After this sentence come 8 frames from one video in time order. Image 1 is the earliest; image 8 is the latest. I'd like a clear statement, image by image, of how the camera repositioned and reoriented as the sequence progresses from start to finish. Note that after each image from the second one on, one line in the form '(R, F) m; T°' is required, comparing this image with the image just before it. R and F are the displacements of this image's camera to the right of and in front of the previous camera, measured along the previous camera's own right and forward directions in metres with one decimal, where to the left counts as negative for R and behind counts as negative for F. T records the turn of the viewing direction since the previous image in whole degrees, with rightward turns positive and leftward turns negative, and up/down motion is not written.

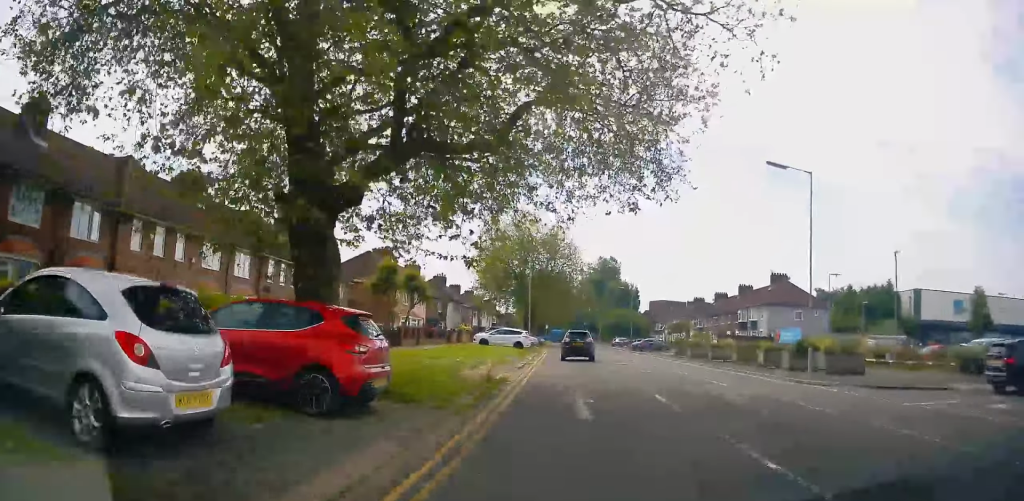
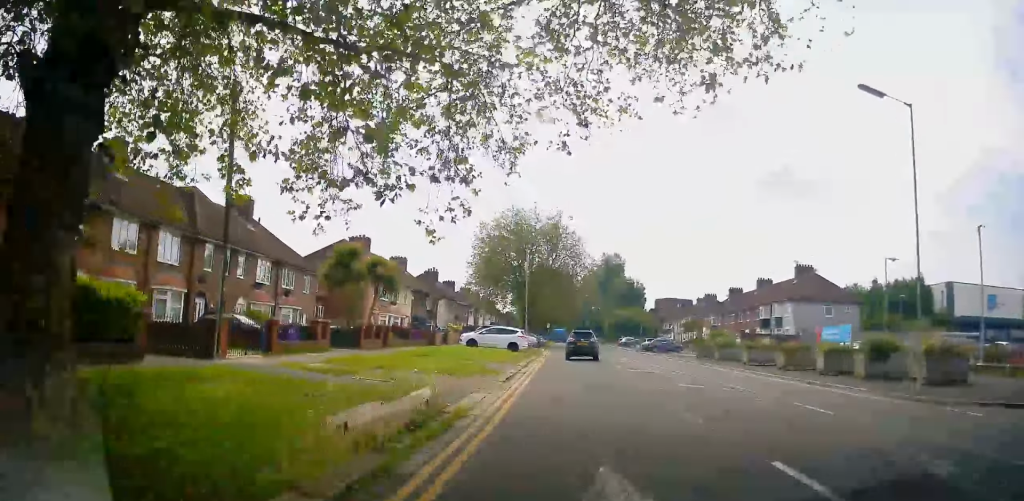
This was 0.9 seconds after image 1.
(+0.3, +7.7) m; -1°
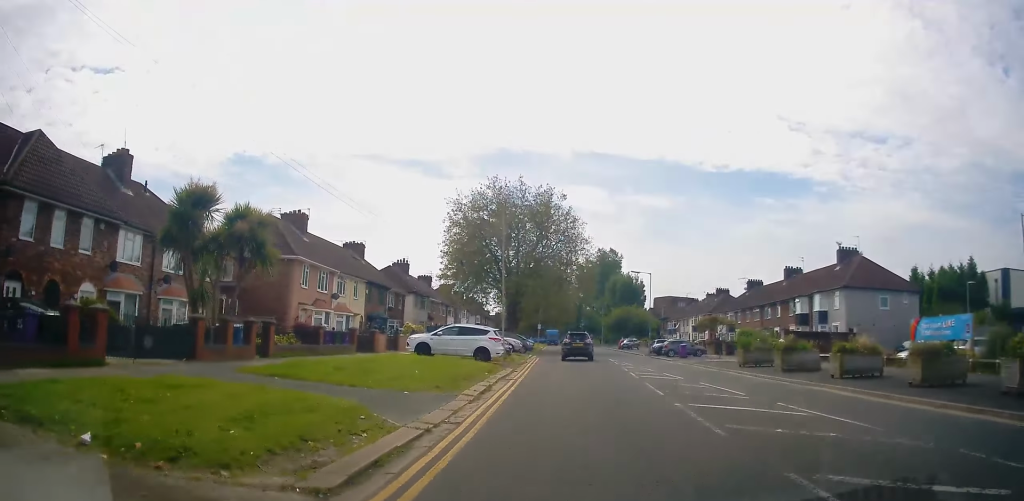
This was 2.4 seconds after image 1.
(-0.6, +12.5) m; -2°
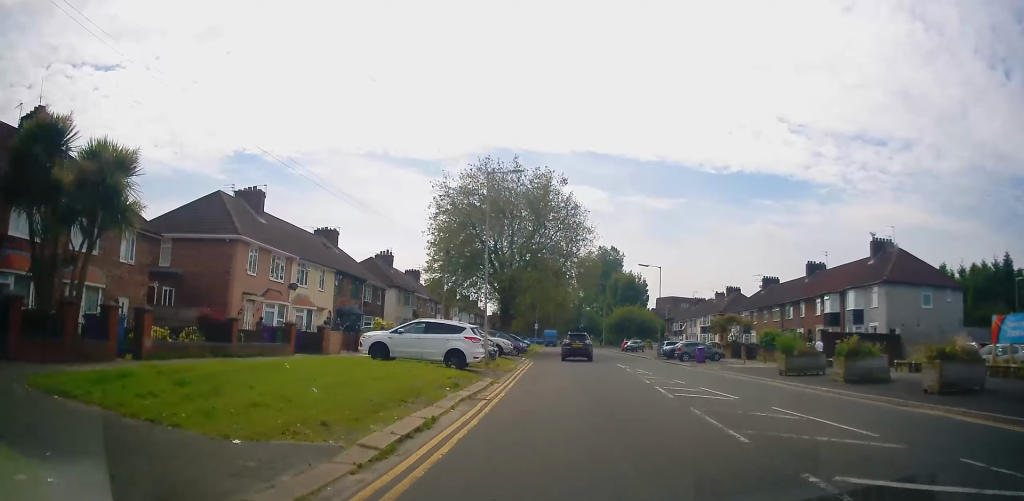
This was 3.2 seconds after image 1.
(+0.2, +6.6) m; +2°
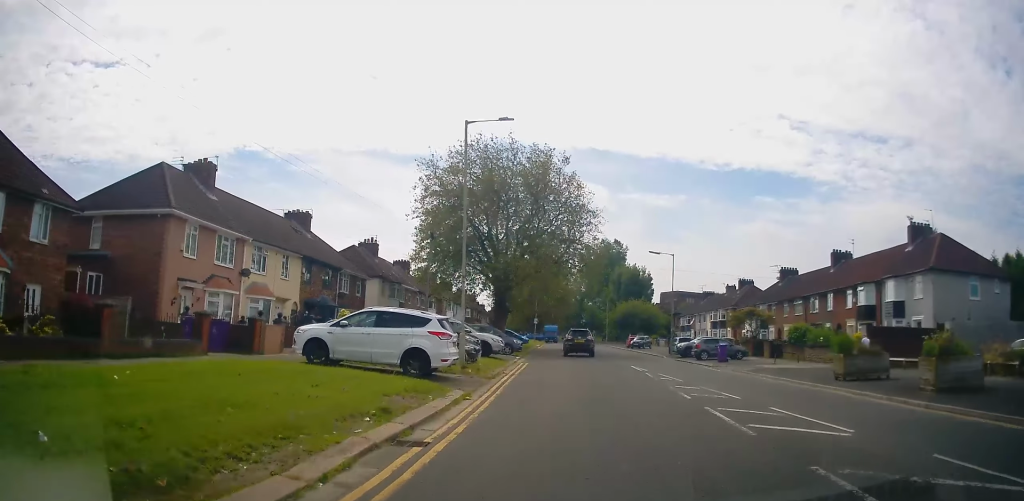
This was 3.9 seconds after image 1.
(0.0, +5.9) m; 0°
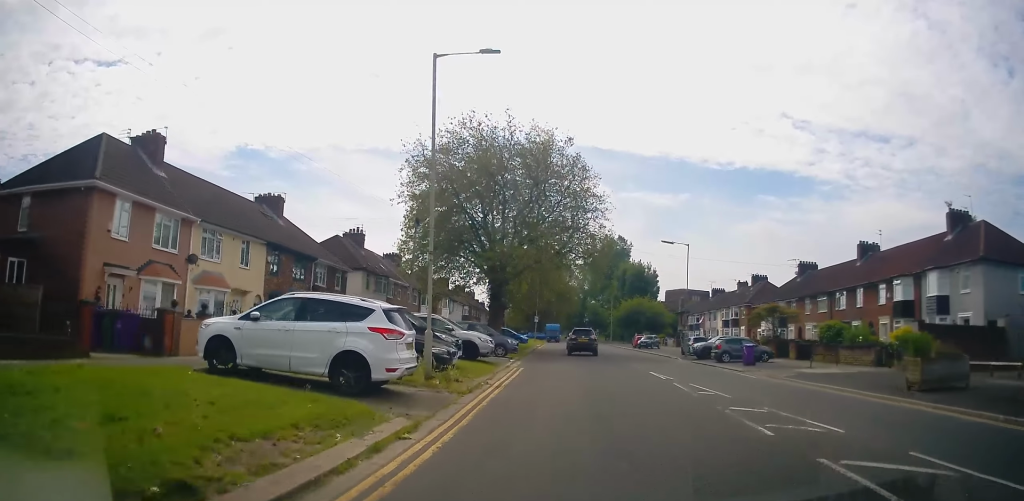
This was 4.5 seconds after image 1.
(0.0, +5.0) m; 0°
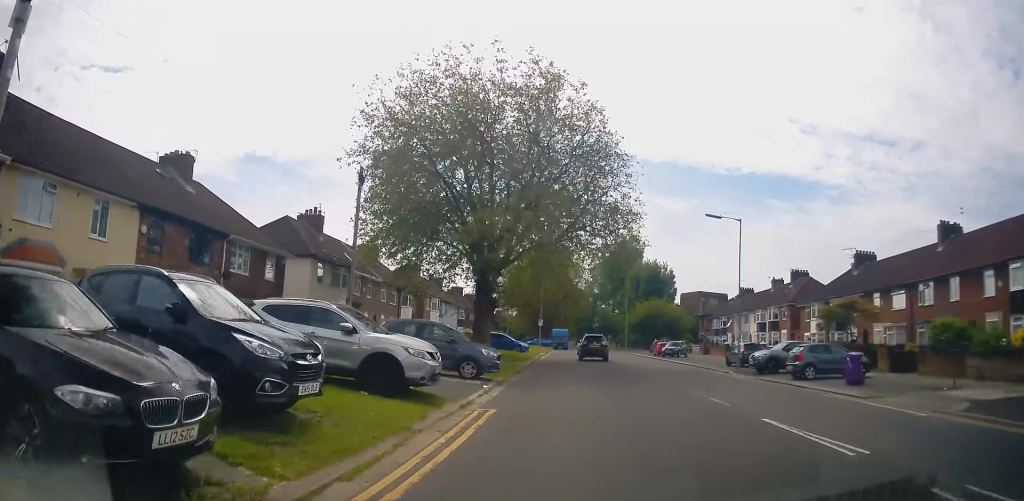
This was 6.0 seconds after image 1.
(-0.1, +11.7) m; -1°
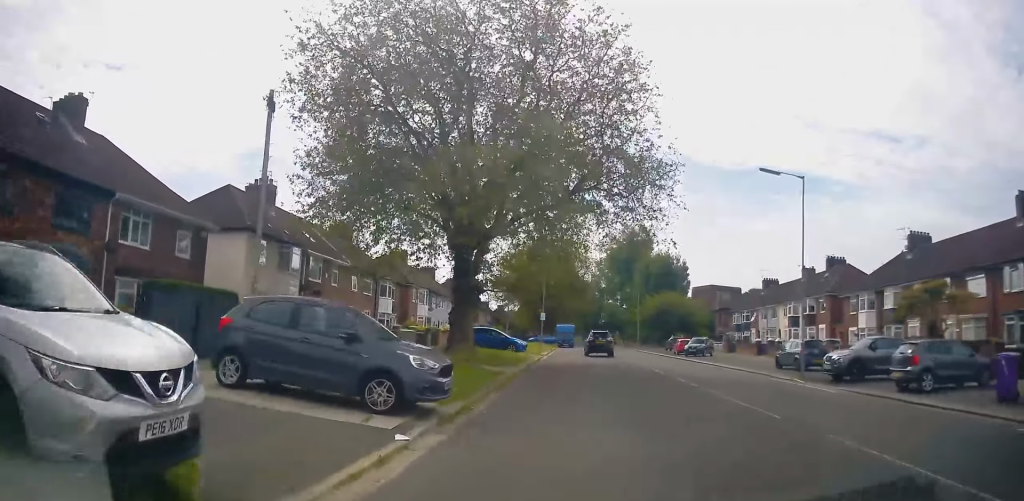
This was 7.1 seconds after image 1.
(0.0, +8.7) m; 0°
